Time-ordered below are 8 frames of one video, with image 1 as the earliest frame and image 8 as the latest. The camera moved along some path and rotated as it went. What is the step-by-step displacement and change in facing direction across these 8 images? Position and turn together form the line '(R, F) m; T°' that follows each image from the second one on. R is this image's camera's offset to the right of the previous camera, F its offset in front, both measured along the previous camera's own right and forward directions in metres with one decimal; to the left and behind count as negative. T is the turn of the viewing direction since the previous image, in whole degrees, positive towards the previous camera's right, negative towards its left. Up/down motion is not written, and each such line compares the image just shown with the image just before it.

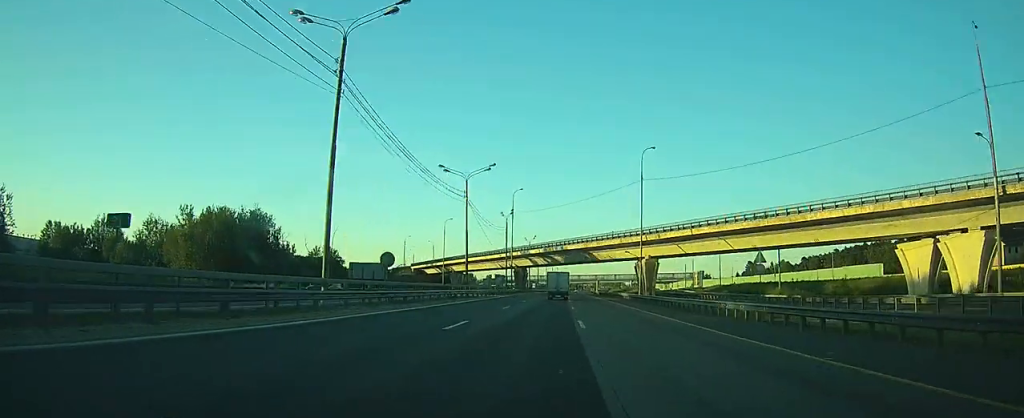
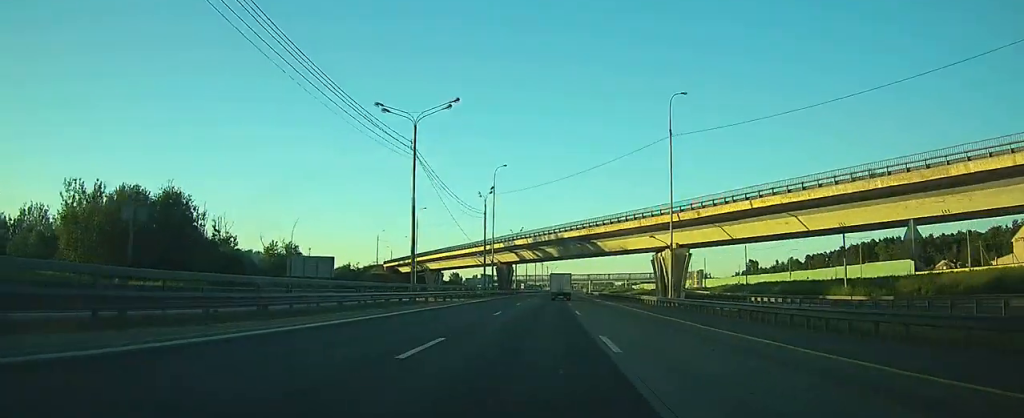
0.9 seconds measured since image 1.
(+0.1, +22.2) m; 0°
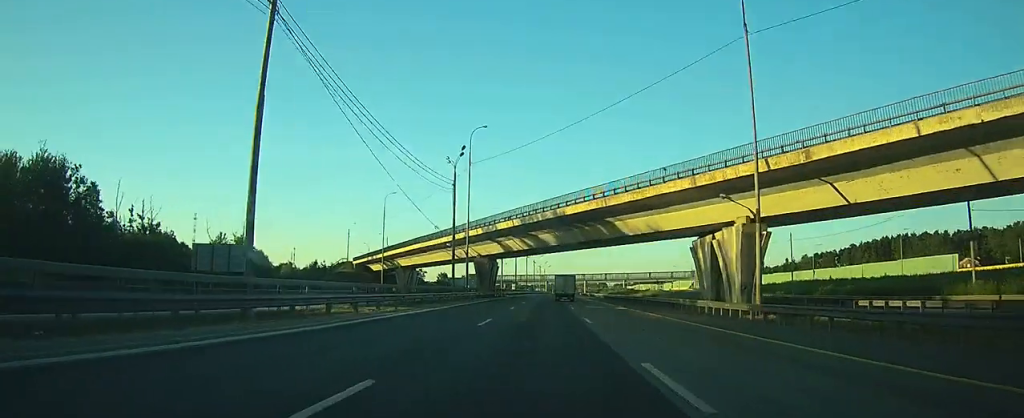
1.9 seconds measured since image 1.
(+0.1, +22.4) m; +1°
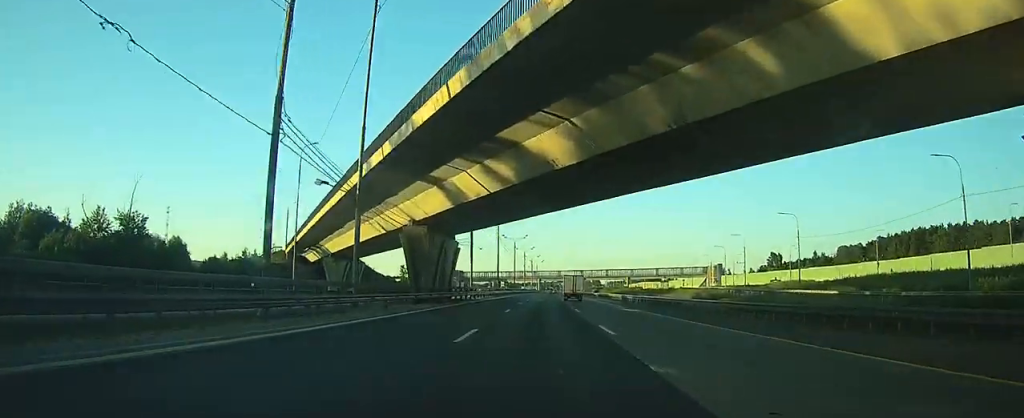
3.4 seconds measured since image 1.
(+0.3, +38.2) m; +1°
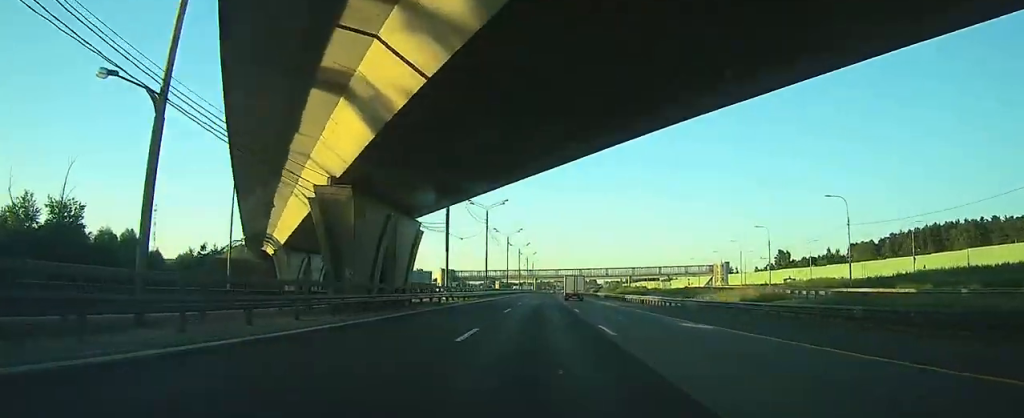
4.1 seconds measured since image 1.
(+0.1, +15.6) m; 0°
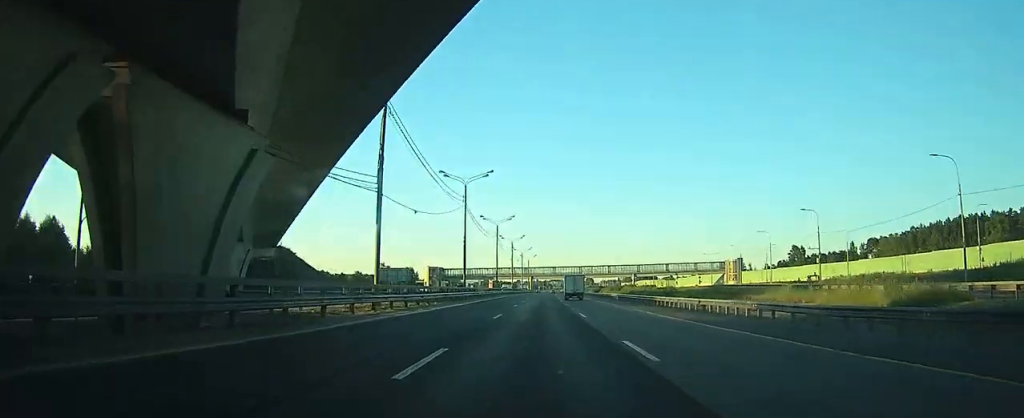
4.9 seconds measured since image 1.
(+0.1, +21.6) m; 0°
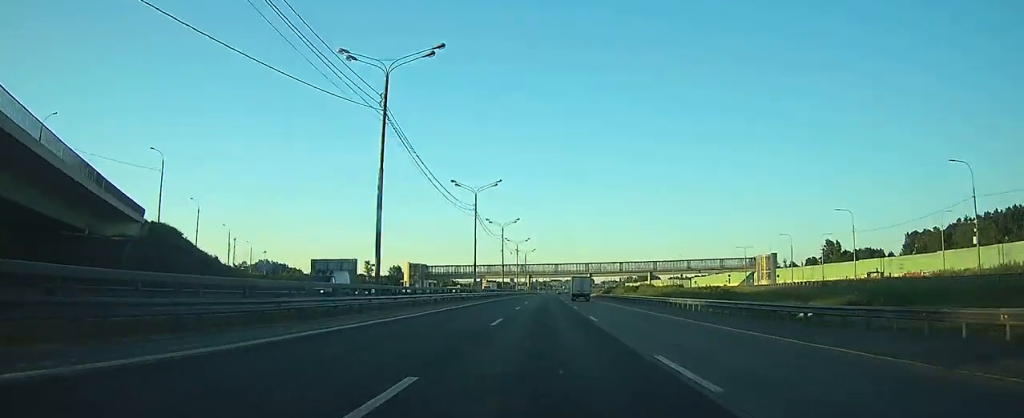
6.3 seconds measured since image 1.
(+0.4, +35.3) m; +2°
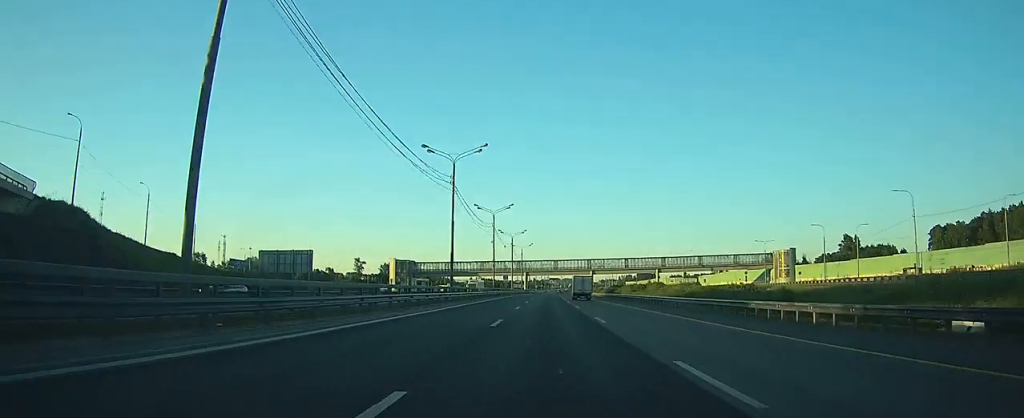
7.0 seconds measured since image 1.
(+0.2, +17.0) m; +1°
